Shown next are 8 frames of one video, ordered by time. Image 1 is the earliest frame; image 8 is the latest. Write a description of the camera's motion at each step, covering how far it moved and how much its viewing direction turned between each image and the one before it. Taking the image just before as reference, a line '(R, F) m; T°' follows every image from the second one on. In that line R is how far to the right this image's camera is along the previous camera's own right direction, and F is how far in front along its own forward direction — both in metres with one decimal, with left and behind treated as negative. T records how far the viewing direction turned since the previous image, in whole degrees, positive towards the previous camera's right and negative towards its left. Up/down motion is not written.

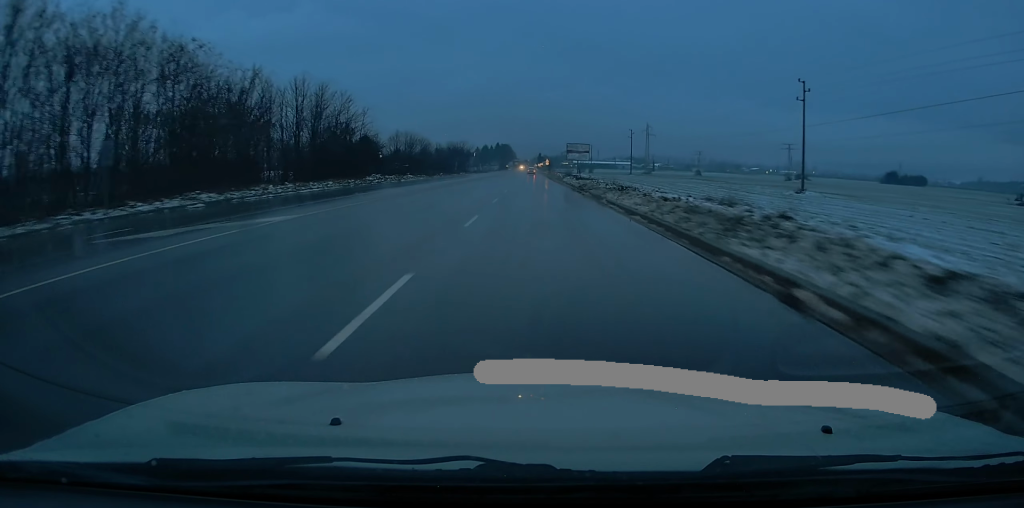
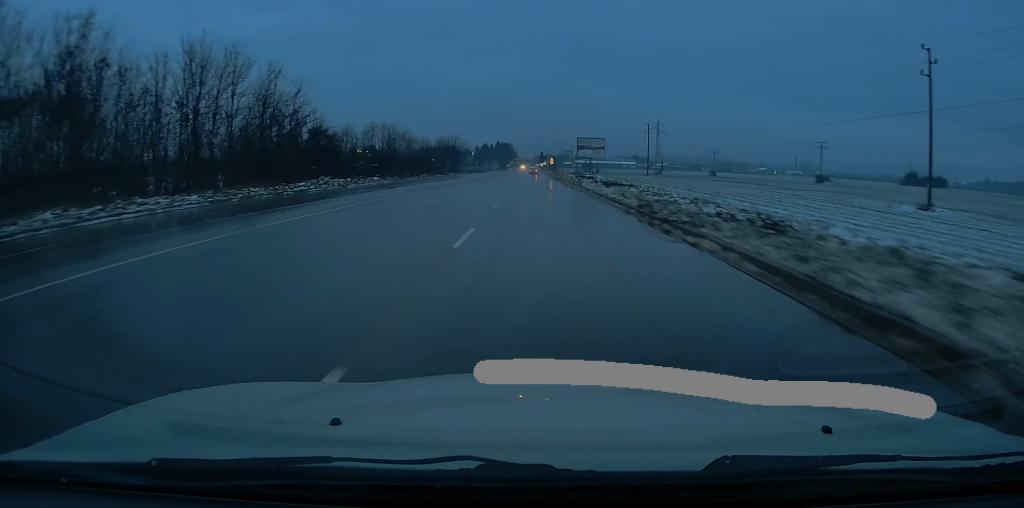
(+0.1, +20.9) m; -1°
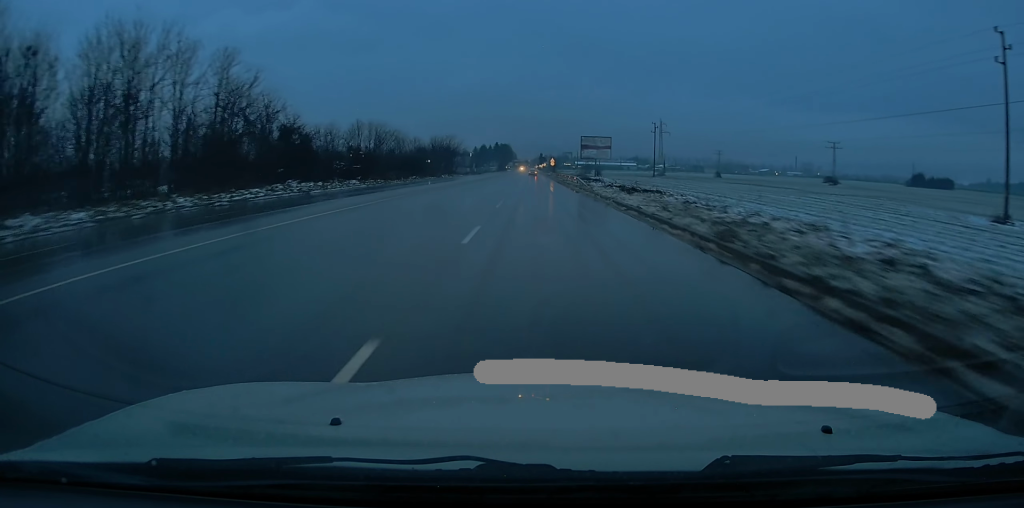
(-0.1, +8.1) m; -1°
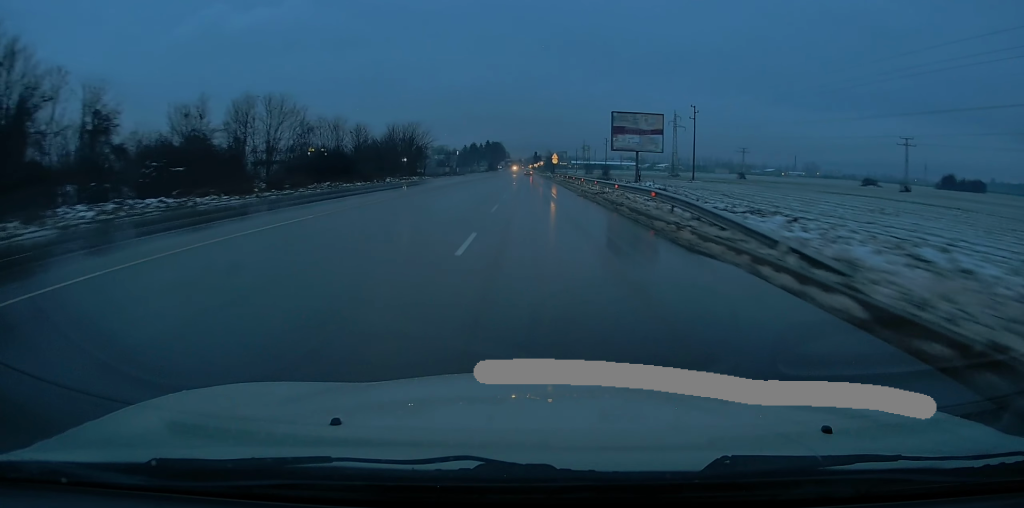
(0.0, +36.5) m; +1°
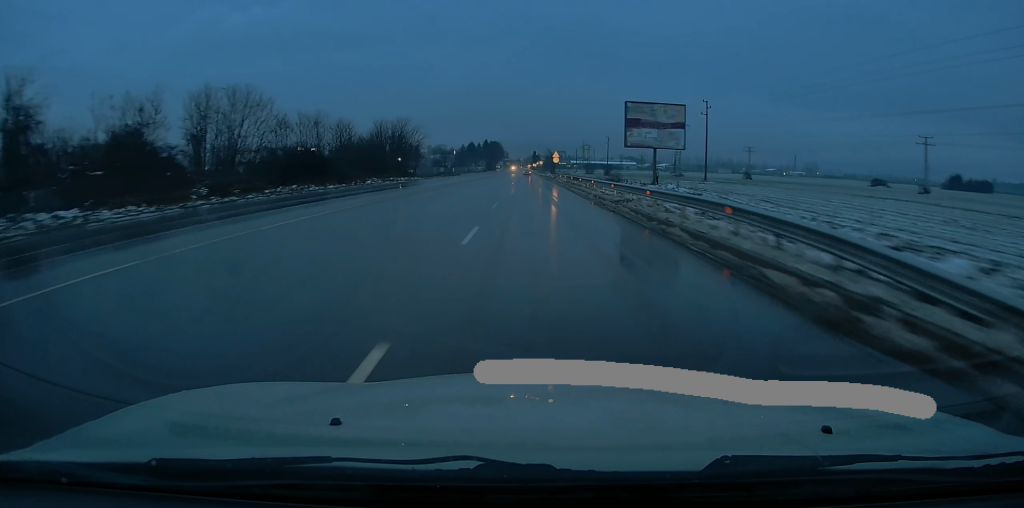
(+0.1, +7.5) m; 0°
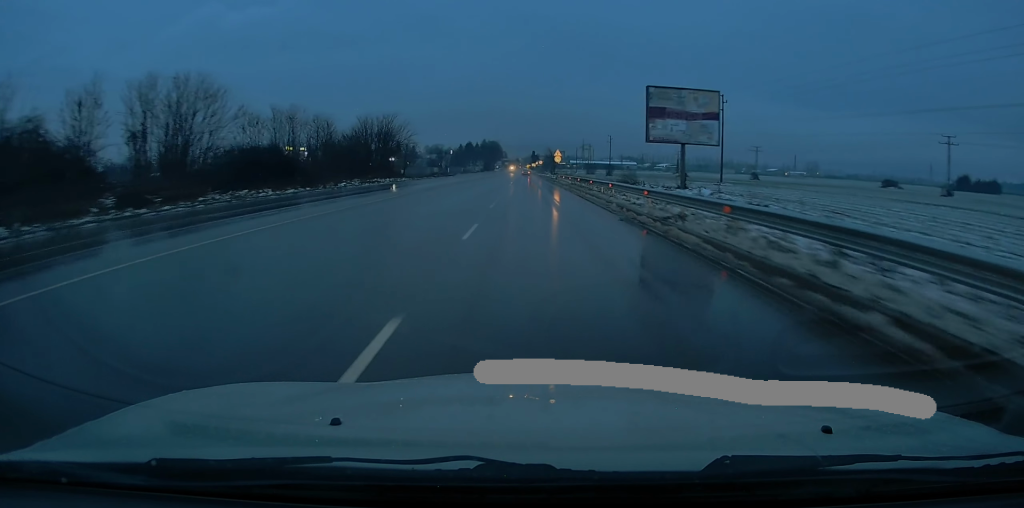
(+0.2, +8.1) m; 0°
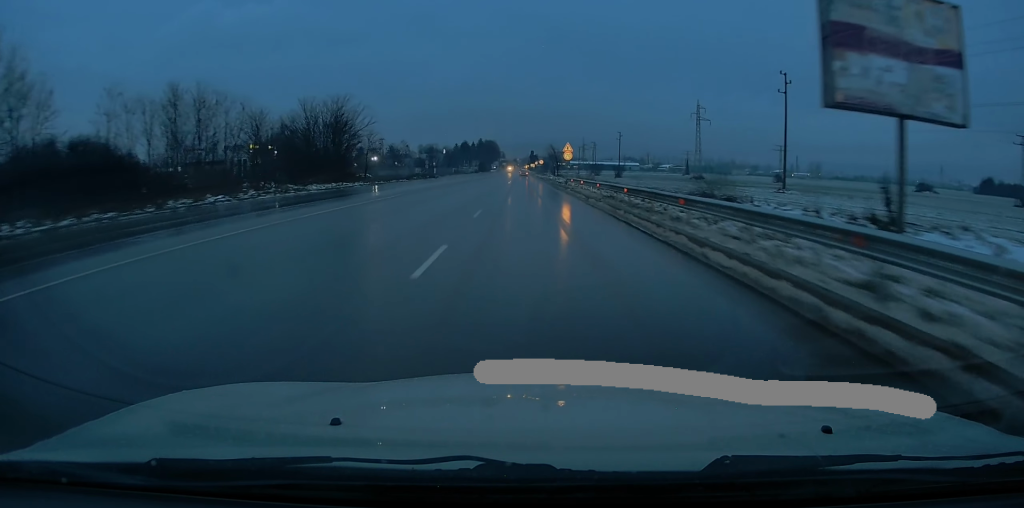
(-0.2, +21.5) m; 0°
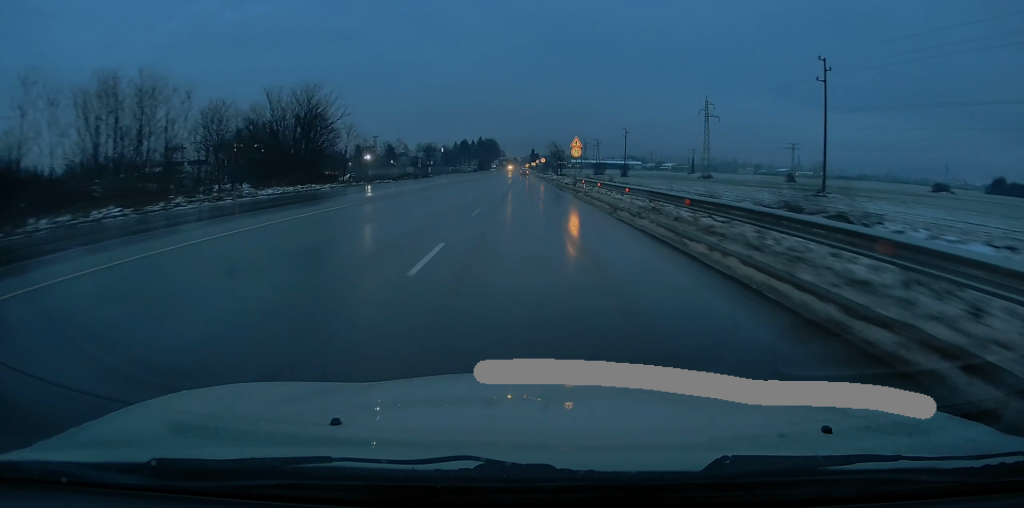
(+0.2, +8.7) m; 0°
